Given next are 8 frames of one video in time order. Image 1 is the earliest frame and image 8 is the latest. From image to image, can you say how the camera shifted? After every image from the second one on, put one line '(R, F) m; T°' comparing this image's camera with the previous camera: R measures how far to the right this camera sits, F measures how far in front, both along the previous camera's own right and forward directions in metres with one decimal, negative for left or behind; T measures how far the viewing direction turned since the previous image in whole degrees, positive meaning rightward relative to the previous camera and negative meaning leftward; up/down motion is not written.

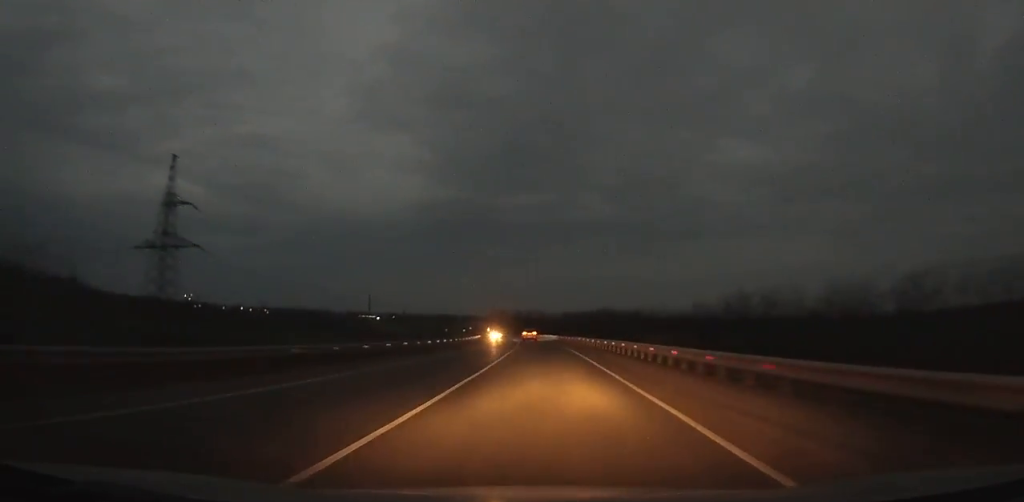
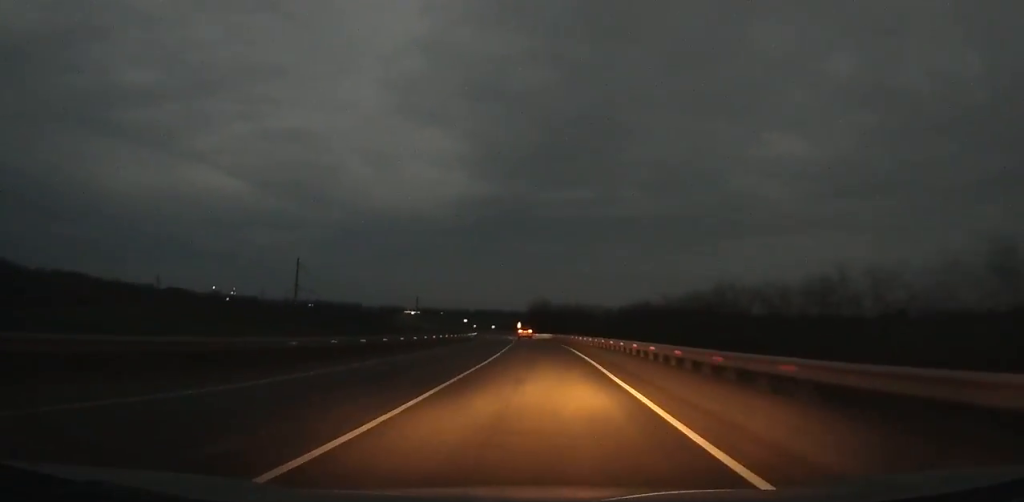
(-3.0, +88.2) m; -5°
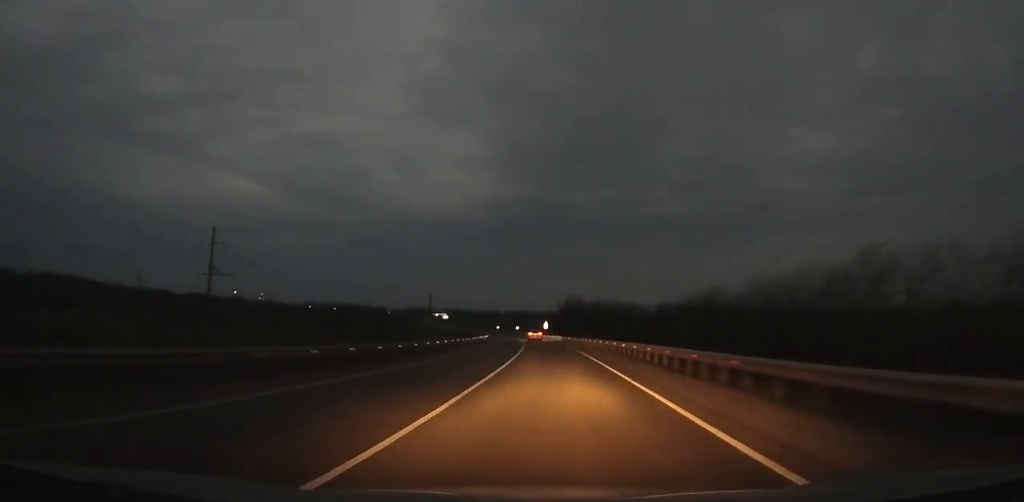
(-1.3, +41.1) m; -2°
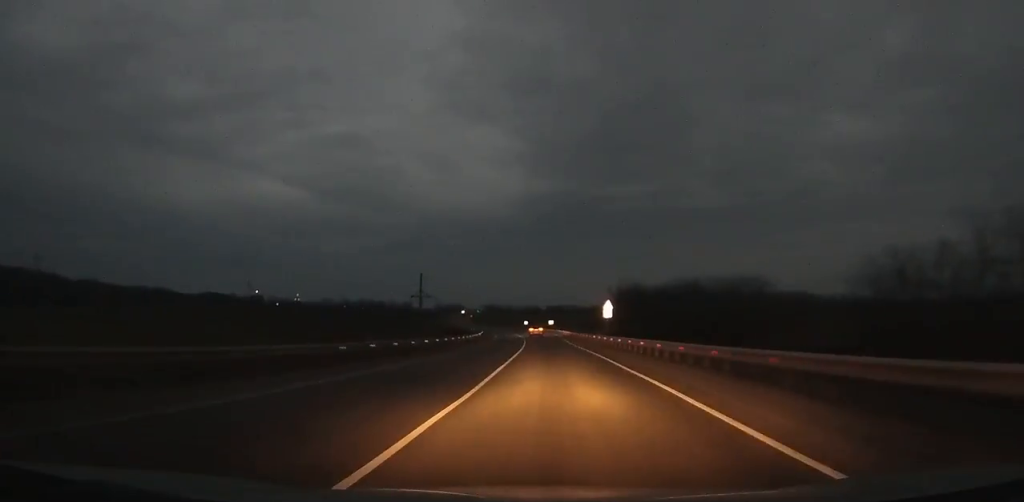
(-3.8, +87.6) m; -5°
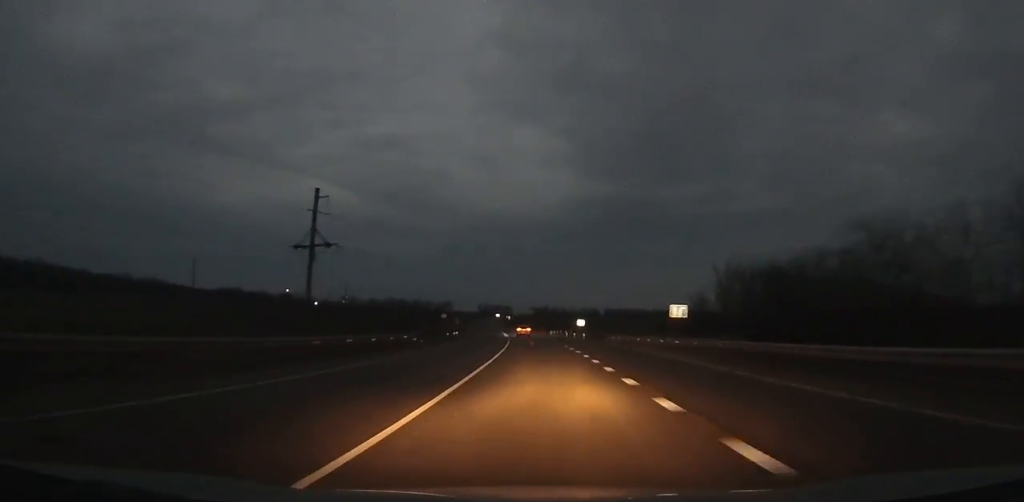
(-4.8, +106.5) m; -6°
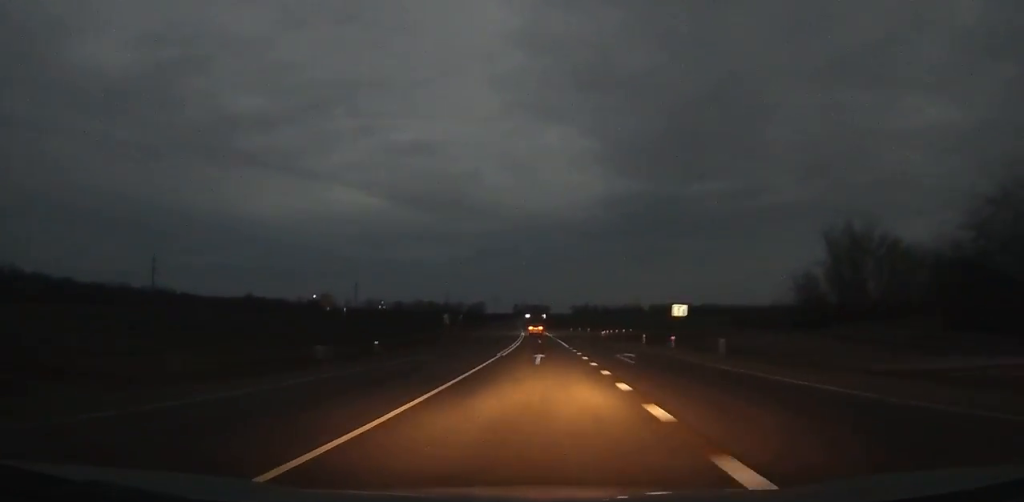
(-2.2, +53.0) m; -3°
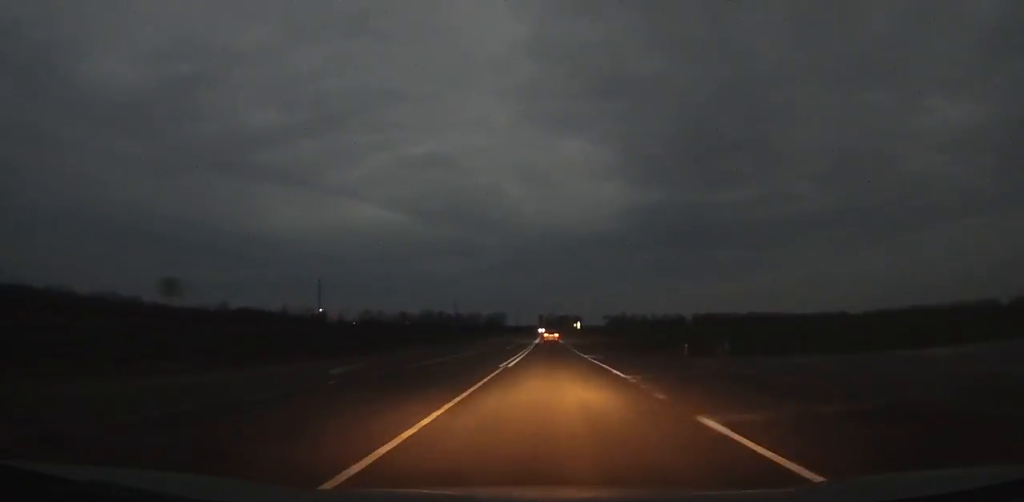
(-2.8, +94.3) m; -2°
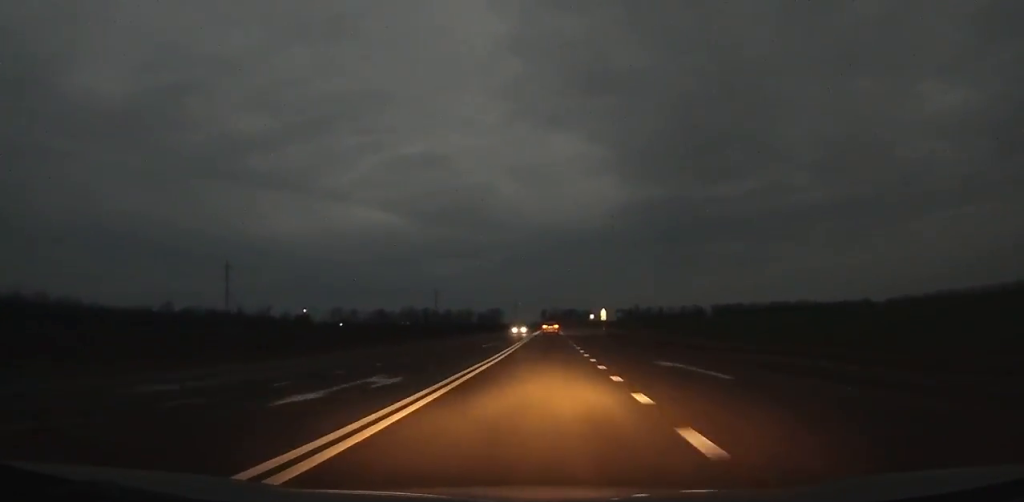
(+0.2, +77.1) m; 0°
